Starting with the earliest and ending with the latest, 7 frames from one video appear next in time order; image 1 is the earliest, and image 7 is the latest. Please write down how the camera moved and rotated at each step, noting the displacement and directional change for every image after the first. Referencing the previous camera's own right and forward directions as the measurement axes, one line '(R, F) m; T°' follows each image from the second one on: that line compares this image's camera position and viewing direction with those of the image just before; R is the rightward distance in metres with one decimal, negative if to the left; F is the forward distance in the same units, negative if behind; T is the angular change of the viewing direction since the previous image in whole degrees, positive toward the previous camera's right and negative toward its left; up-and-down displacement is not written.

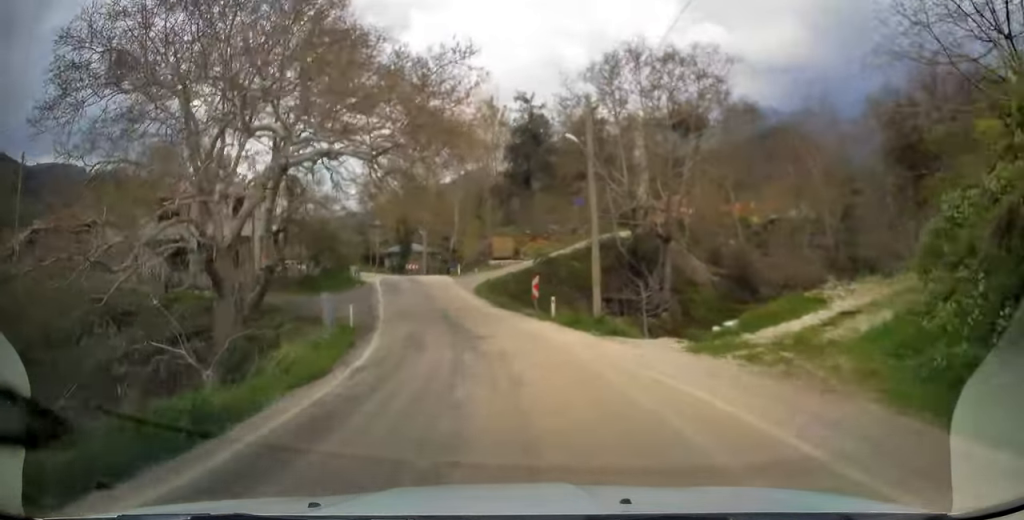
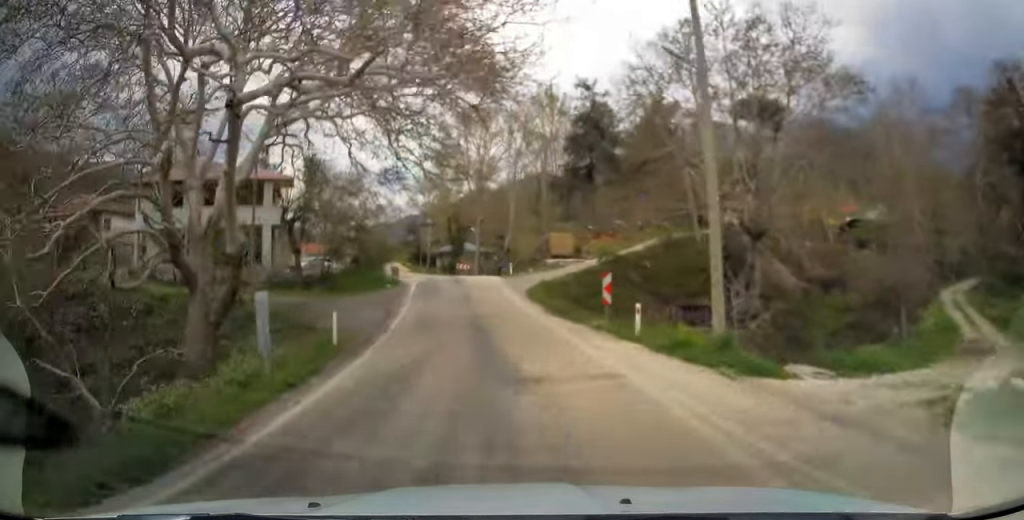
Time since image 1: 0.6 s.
(-0.1, +7.7) m; -4°
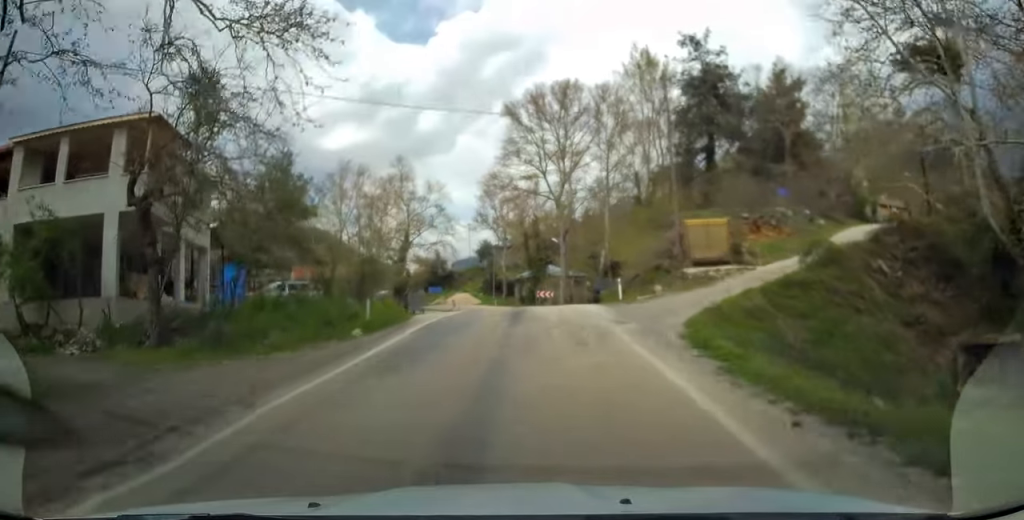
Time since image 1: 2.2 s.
(-1.7, +22.2) m; -7°
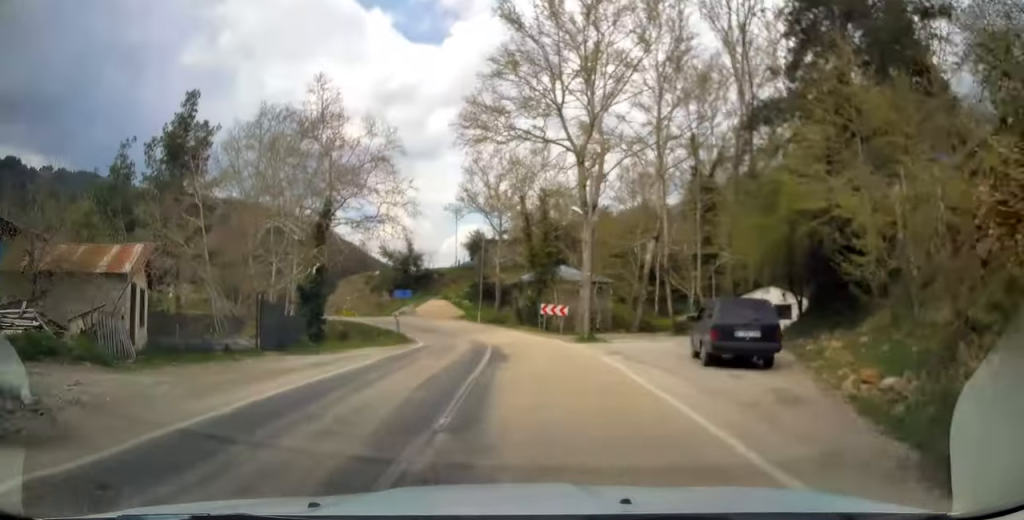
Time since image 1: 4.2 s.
(-1.0, +26.1) m; -3°
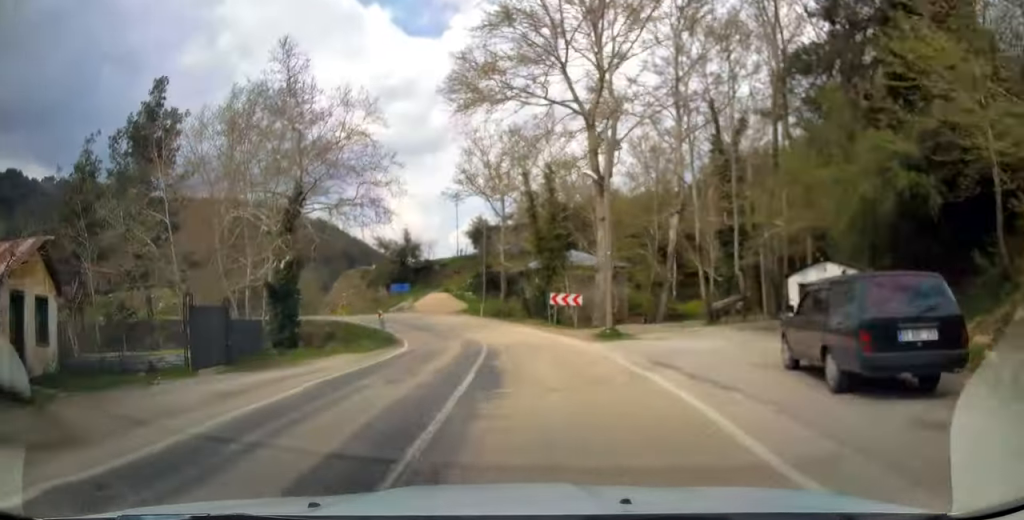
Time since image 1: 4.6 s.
(0.0, +5.5) m; -1°
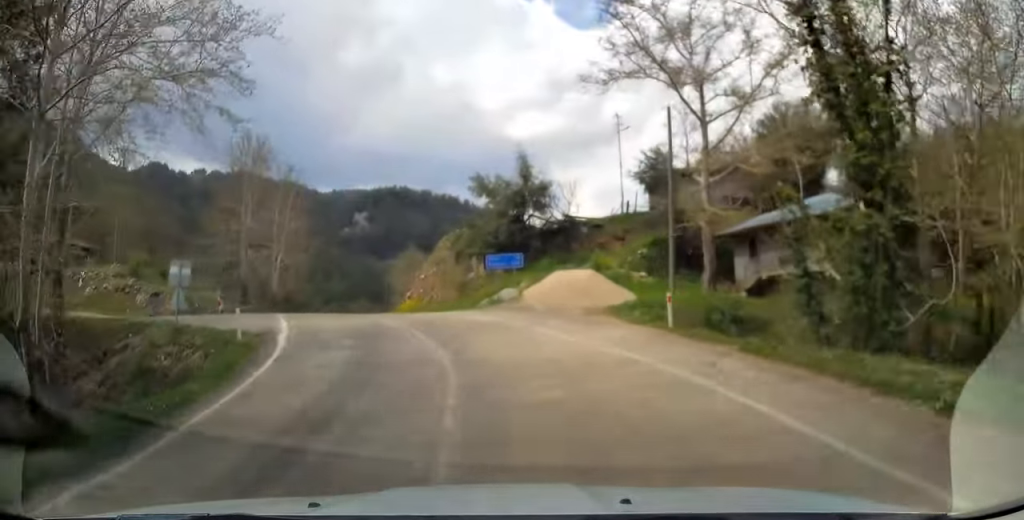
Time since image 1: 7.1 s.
(-3.5, +30.1) m; -17°
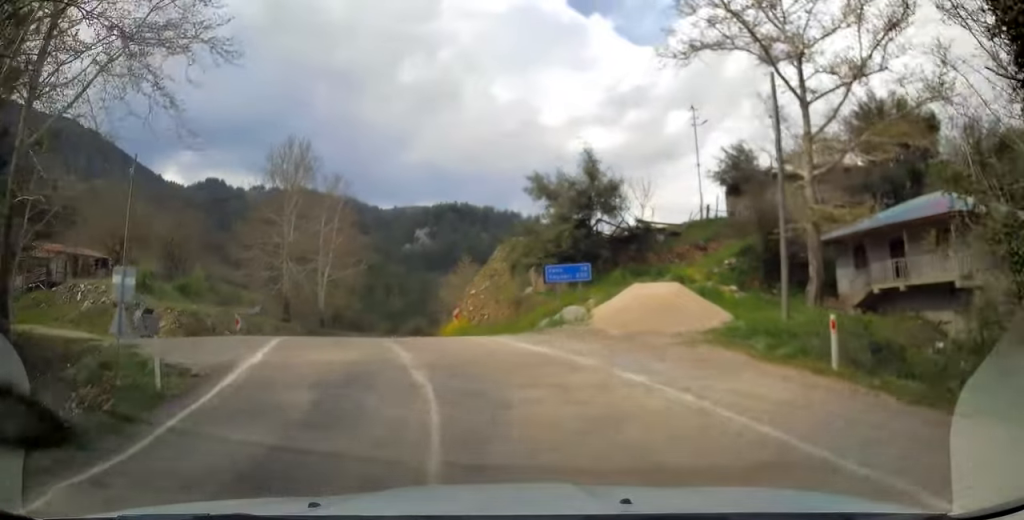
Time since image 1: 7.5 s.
(0.0, +5.3) m; -5°
